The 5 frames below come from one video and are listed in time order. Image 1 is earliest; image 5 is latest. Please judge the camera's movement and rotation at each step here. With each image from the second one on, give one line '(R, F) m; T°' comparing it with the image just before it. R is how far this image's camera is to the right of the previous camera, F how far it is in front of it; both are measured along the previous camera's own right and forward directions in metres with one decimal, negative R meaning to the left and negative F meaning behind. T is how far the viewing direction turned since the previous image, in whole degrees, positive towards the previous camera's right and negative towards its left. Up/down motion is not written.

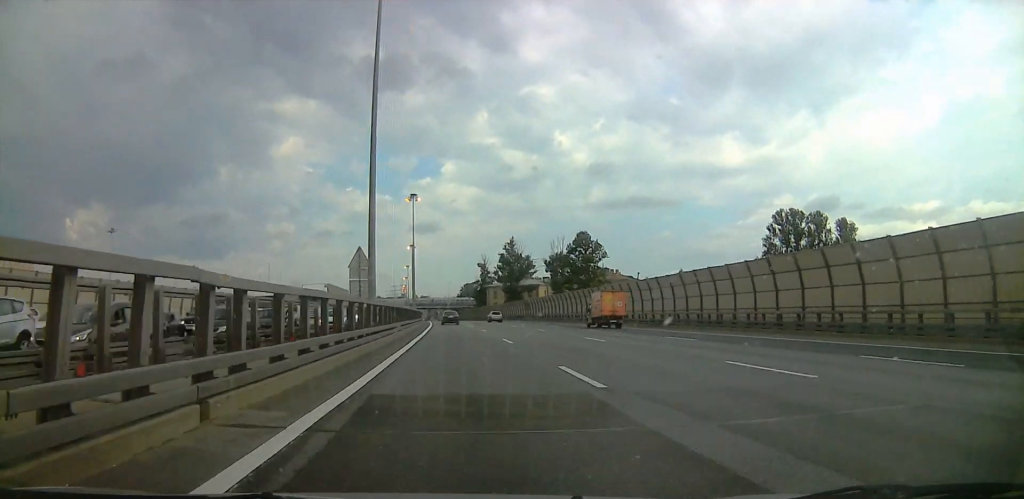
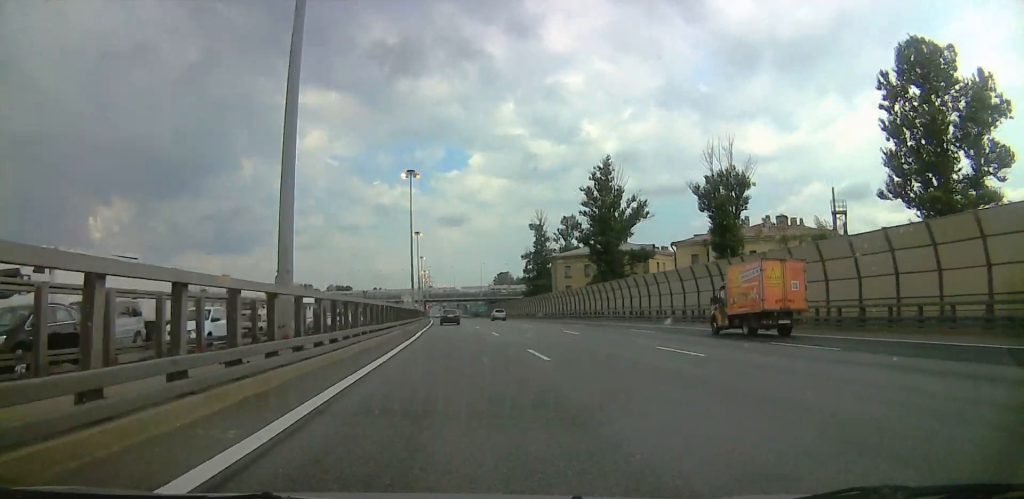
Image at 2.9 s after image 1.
(-3.6, +93.1) m; -2°
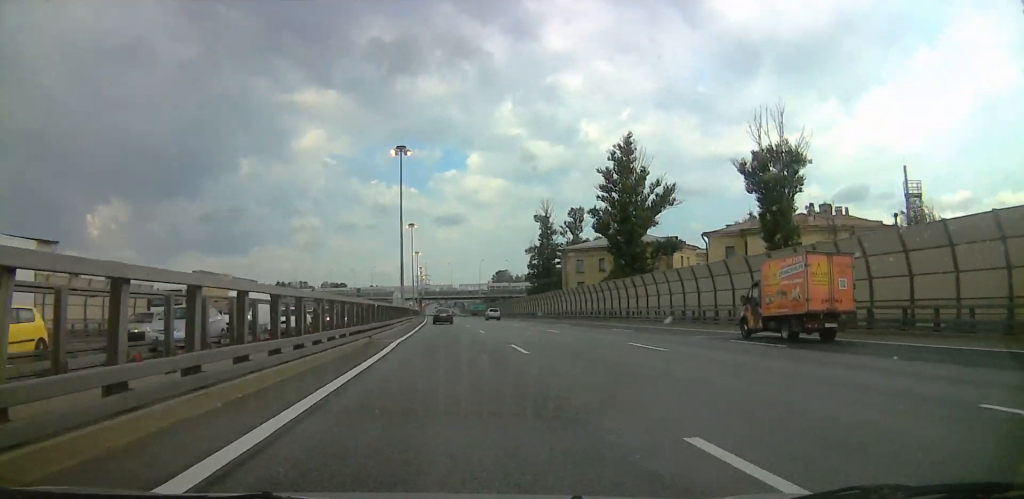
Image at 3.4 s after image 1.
(0.0, +16.0) m; 0°
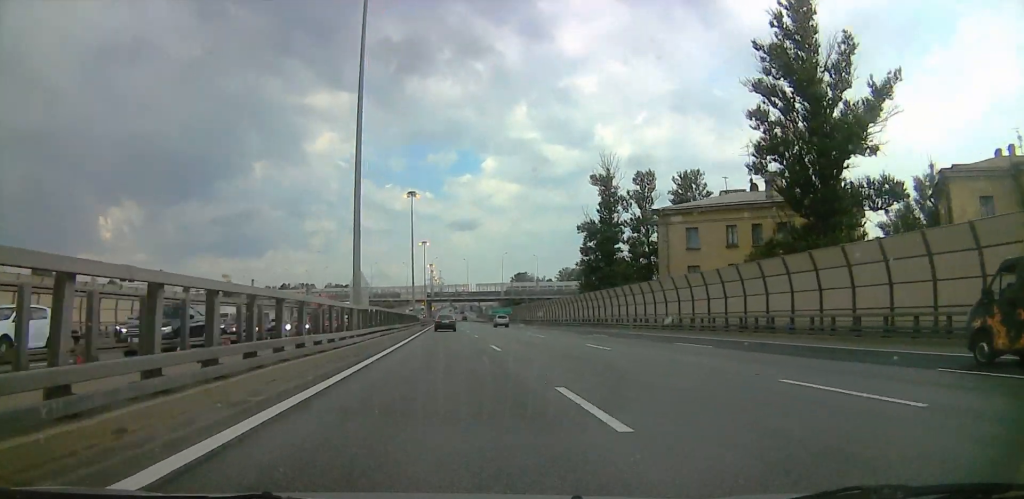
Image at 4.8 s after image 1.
(-0.1, +49.3) m; -2°
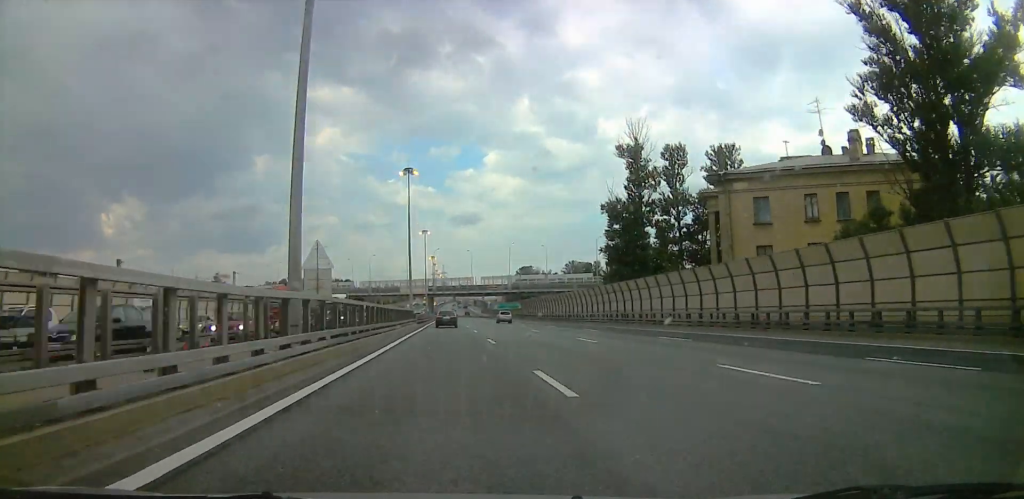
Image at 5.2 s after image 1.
(0.0, +14.3) m; -1°
